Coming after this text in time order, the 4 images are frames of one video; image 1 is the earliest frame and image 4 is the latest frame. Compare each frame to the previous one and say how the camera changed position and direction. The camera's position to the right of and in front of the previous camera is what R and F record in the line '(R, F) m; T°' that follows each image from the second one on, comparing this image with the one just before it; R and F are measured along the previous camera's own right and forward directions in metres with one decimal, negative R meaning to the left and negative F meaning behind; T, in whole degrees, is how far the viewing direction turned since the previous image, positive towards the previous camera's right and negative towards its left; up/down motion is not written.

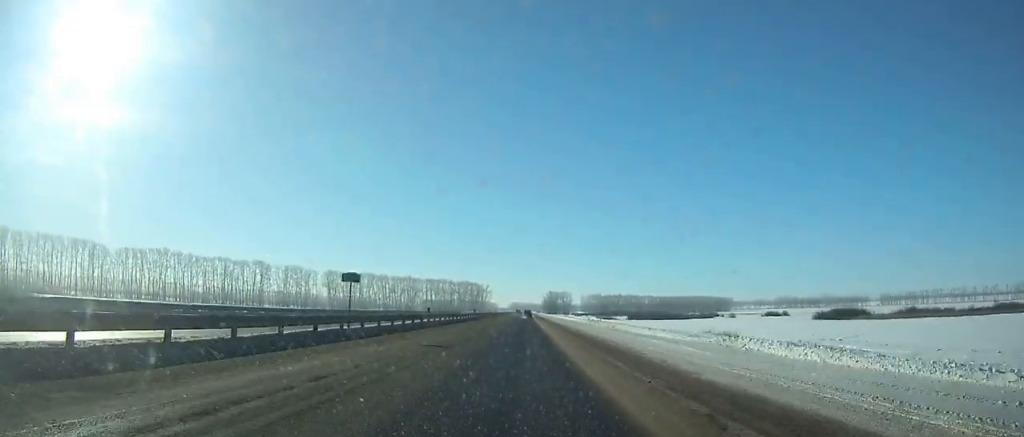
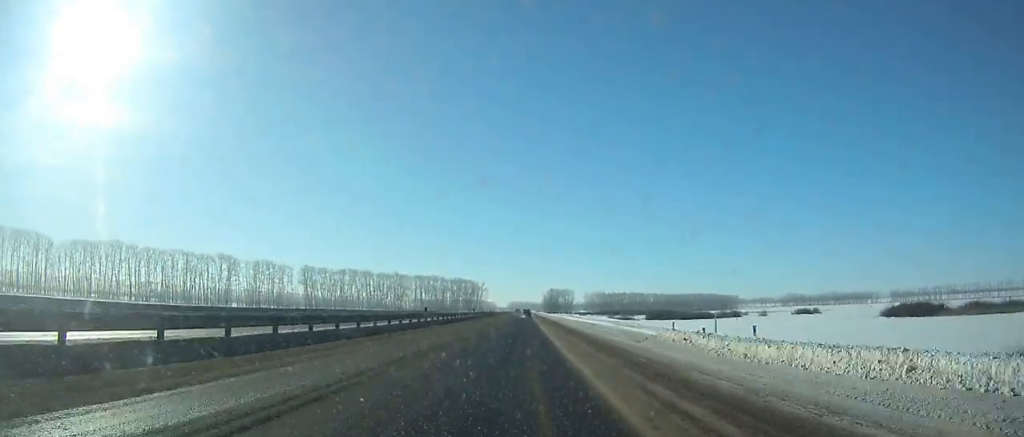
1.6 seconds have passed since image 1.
(0.0, +38.7) m; 0°
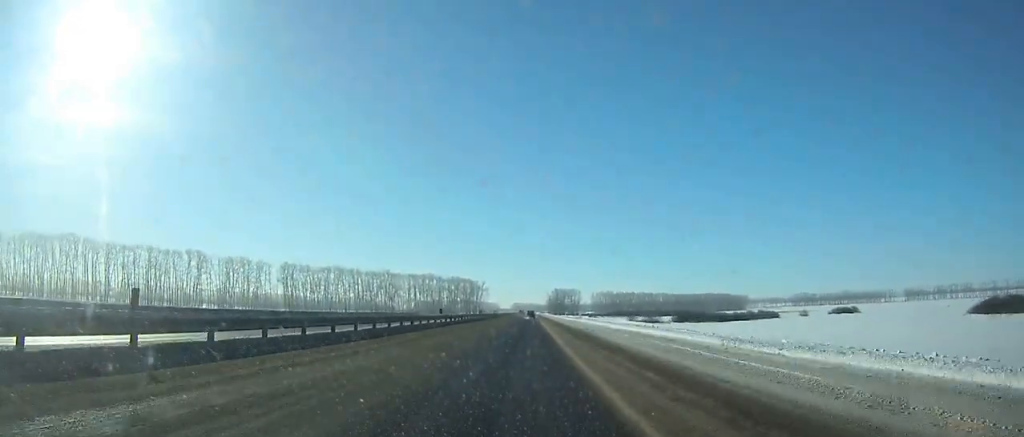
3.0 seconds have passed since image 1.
(+0.1, +34.2) m; 0°
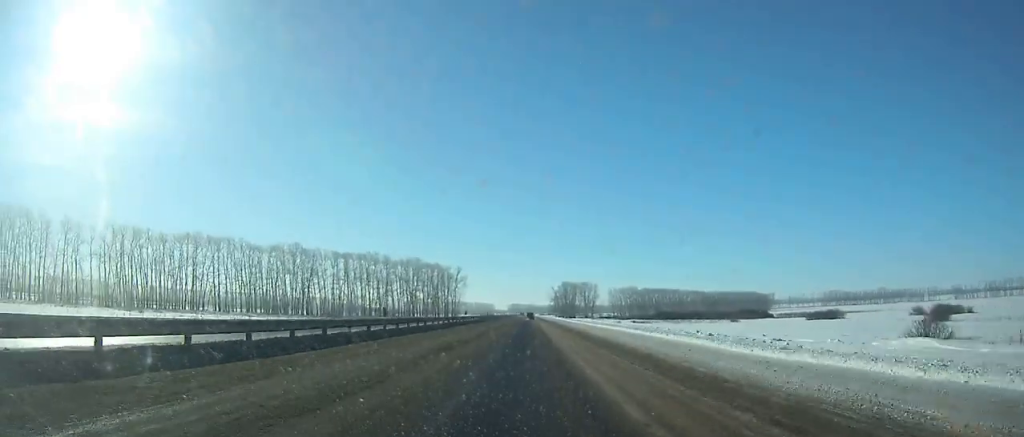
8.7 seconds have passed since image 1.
(-0.3, +142.0) m; 0°
